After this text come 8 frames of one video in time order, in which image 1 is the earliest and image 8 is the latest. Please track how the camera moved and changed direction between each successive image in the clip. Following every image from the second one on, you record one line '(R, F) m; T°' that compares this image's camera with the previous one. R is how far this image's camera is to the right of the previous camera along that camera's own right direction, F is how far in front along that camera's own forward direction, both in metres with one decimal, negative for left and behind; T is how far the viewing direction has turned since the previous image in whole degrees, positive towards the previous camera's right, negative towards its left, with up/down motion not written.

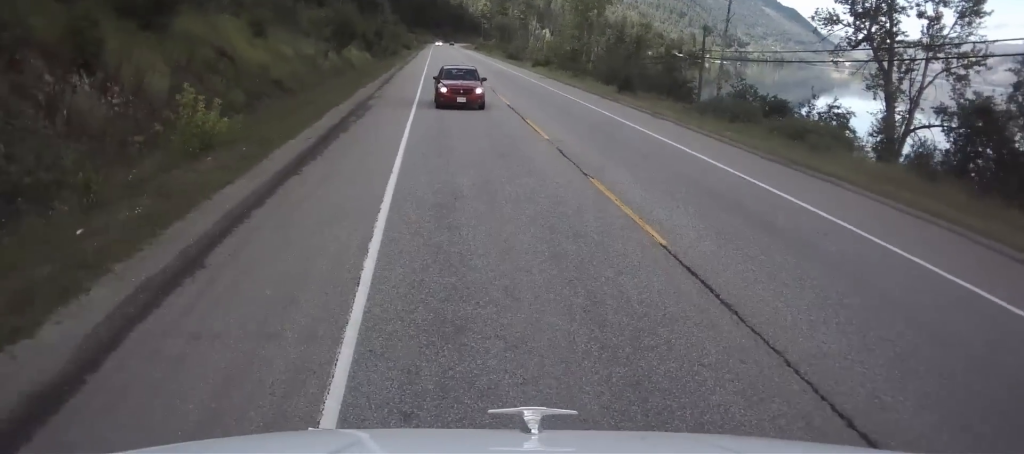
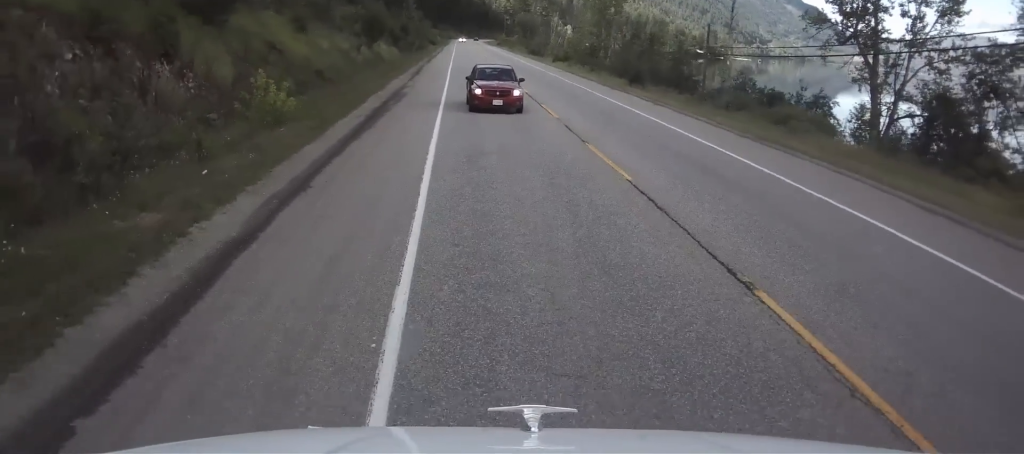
(0.0, +4.6) m; -2°
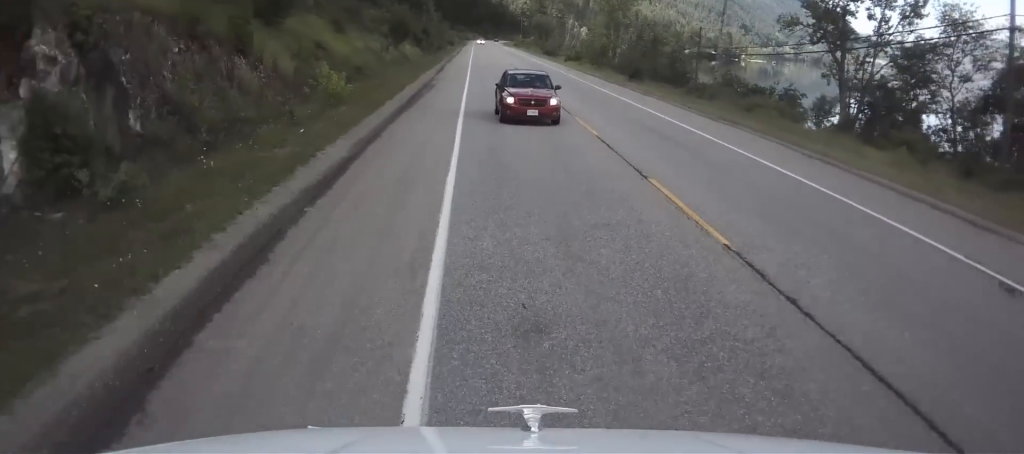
(-0.2, +7.2) m; -4°
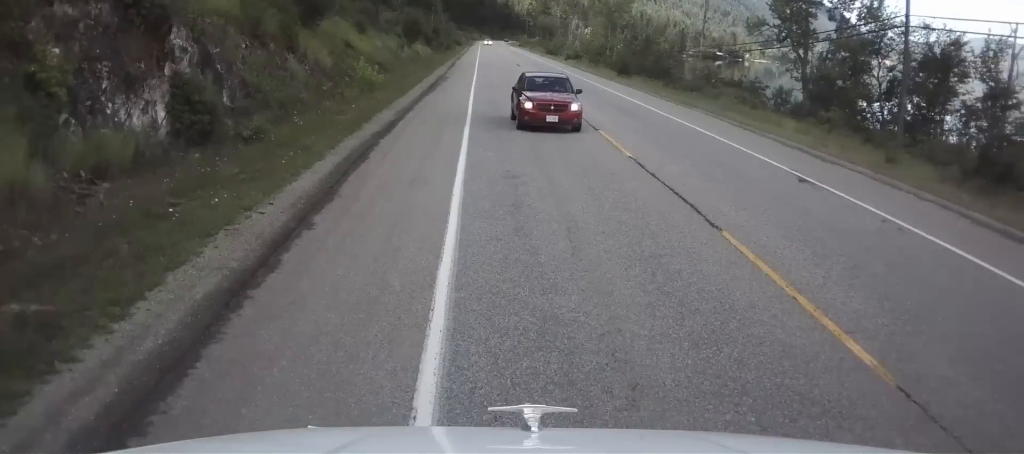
(-0.3, +8.0) m; -3°
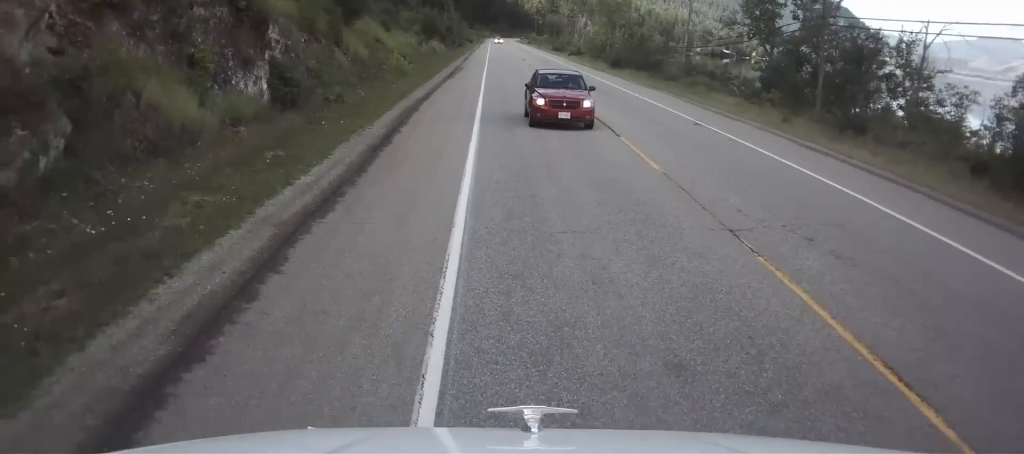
(-0.2, +10.0) m; -2°
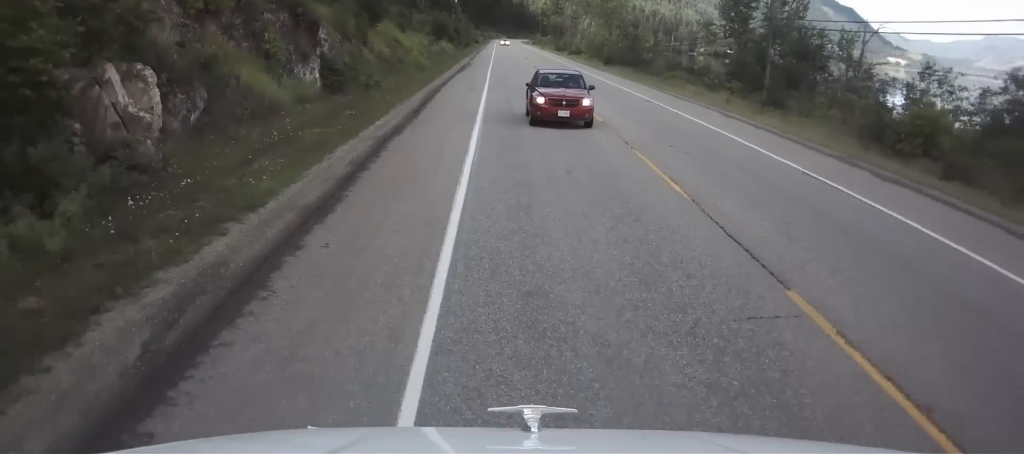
(-0.1, +9.1) m; -2°
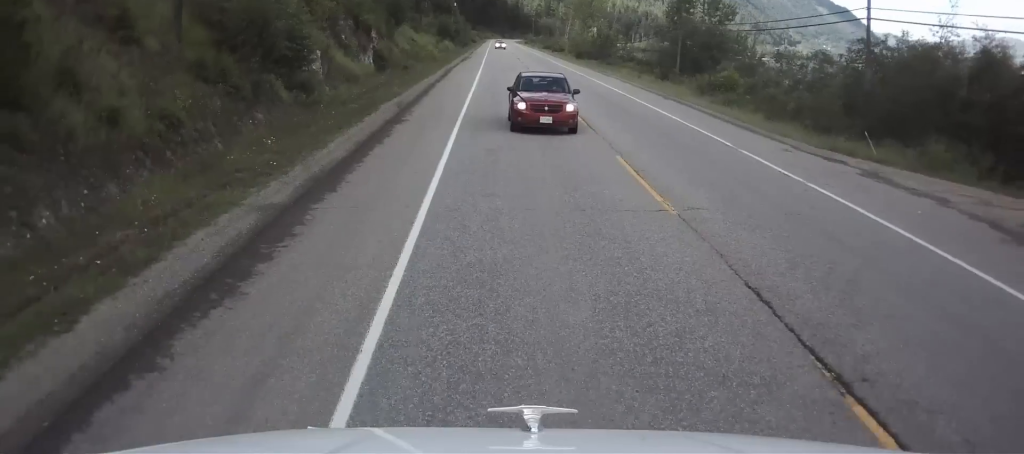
(-0.2, +22.9) m; +1°
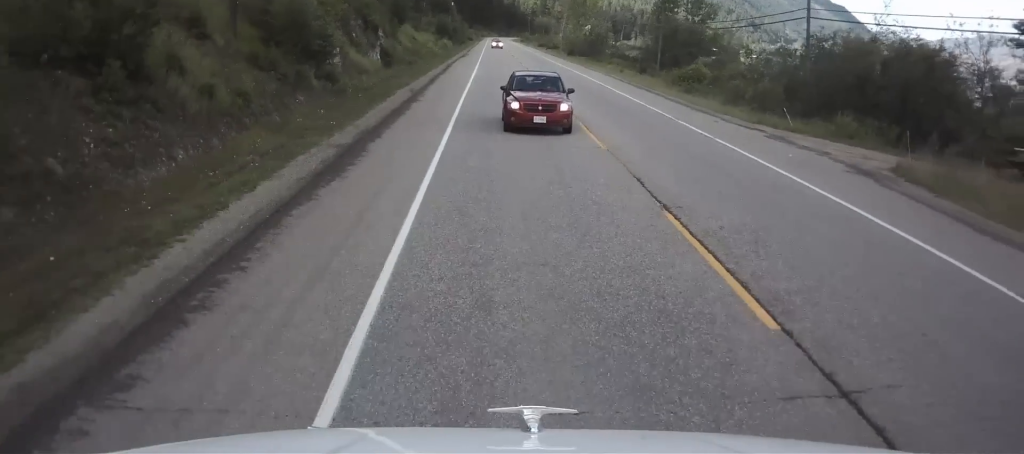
(+0.1, +6.9) m; 0°
